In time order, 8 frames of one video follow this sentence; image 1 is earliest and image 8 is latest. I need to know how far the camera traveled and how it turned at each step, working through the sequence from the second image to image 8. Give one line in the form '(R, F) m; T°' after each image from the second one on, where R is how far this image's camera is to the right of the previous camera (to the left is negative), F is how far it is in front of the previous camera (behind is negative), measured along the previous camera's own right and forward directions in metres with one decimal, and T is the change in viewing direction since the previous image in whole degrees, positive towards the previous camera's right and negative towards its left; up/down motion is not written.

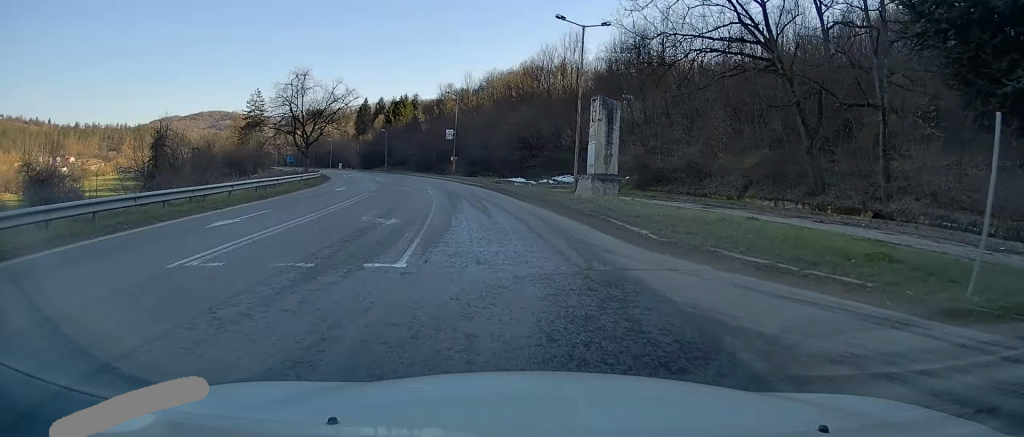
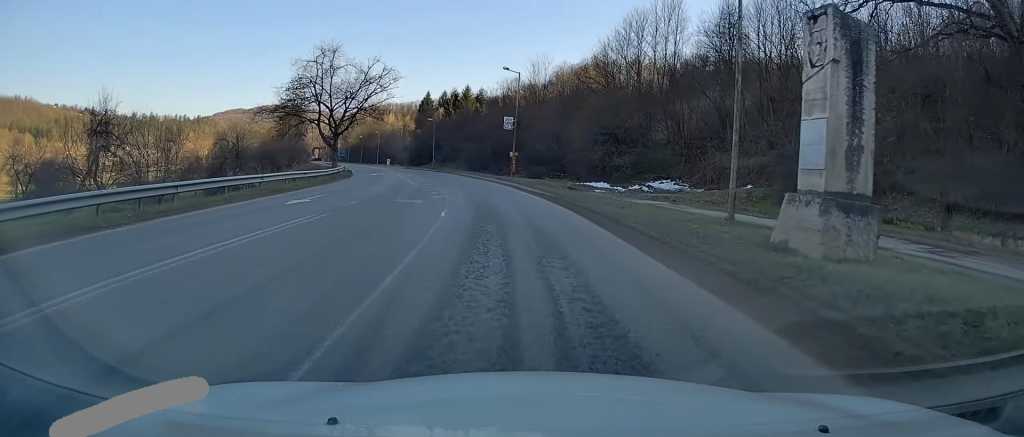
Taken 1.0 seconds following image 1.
(-0.8, +15.3) m; -5°
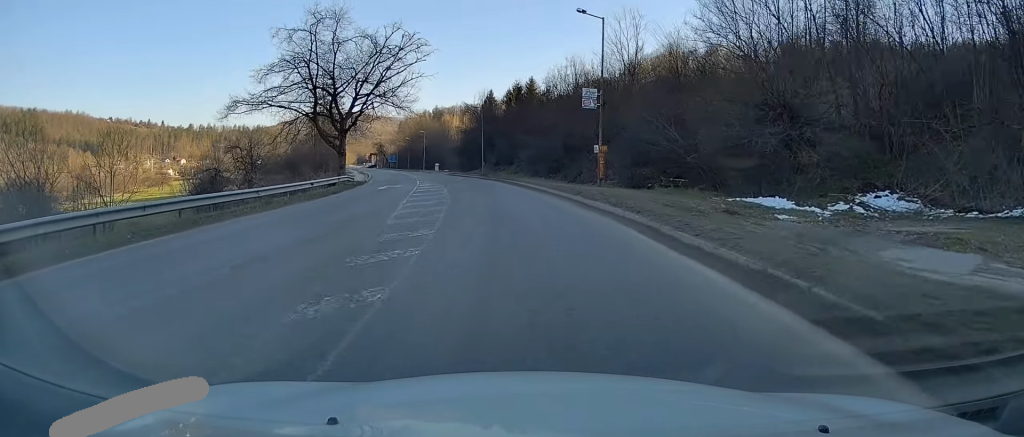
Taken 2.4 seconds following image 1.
(-1.2, +19.8) m; -6°
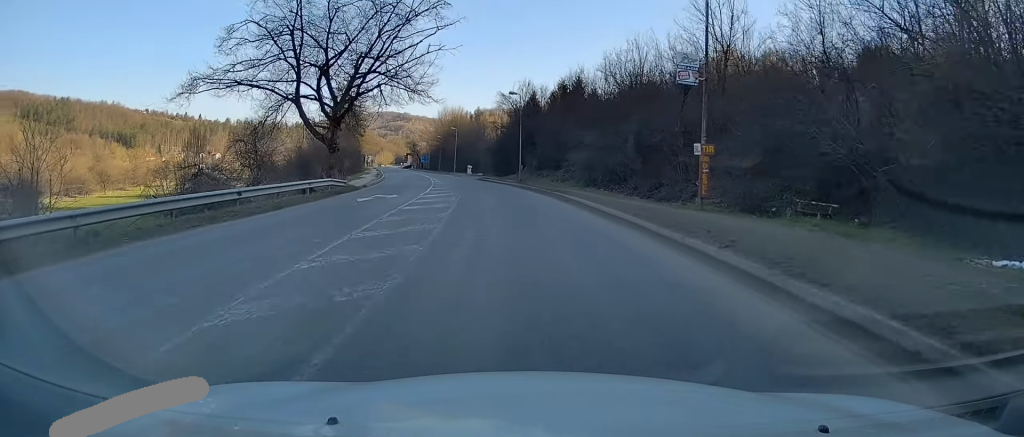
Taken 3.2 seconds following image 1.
(-0.4, +11.9) m; -3°
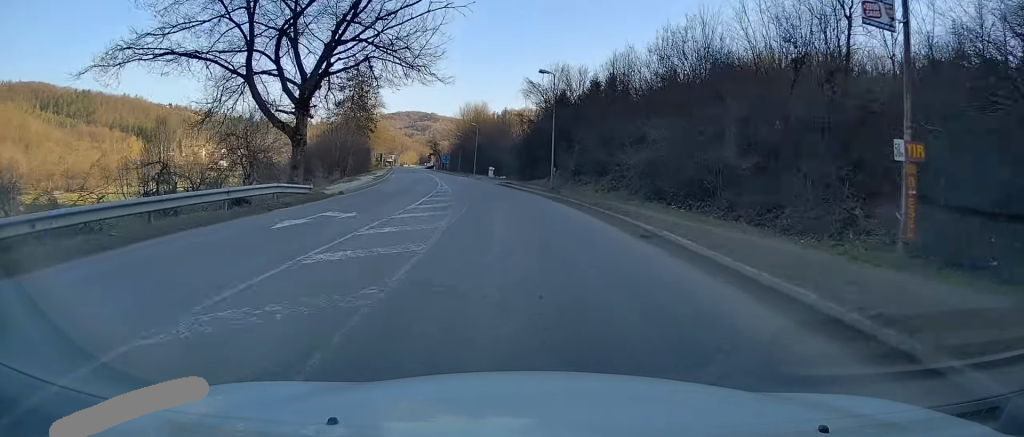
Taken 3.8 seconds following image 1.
(-0.3, +10.0) m; -2°
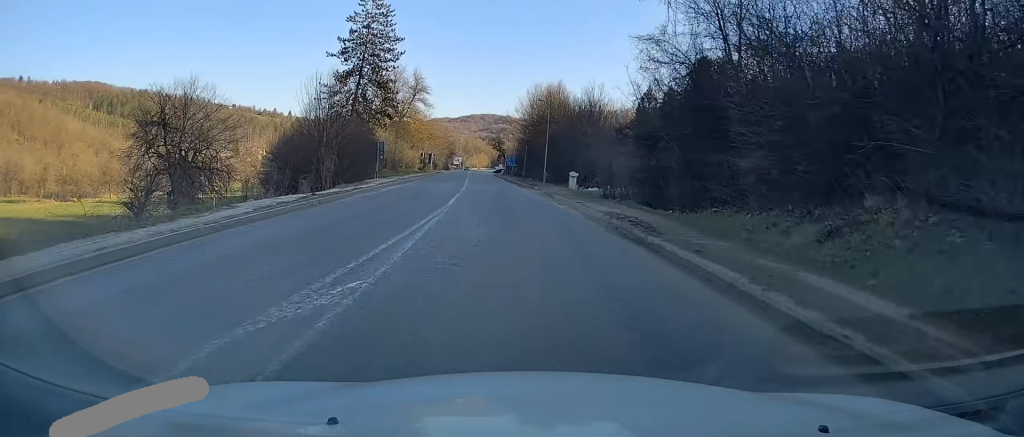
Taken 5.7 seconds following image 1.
(-1.7, +28.4) m; -6°
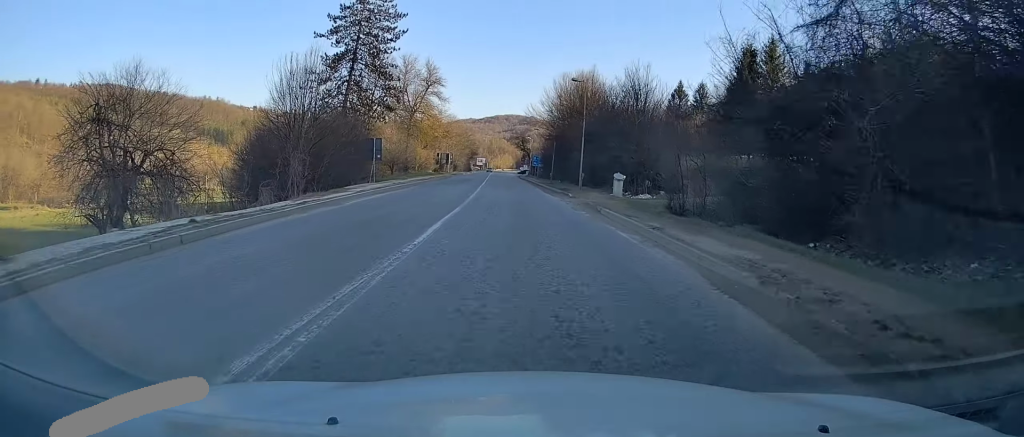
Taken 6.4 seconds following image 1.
(-0.1, +9.4) m; -1°
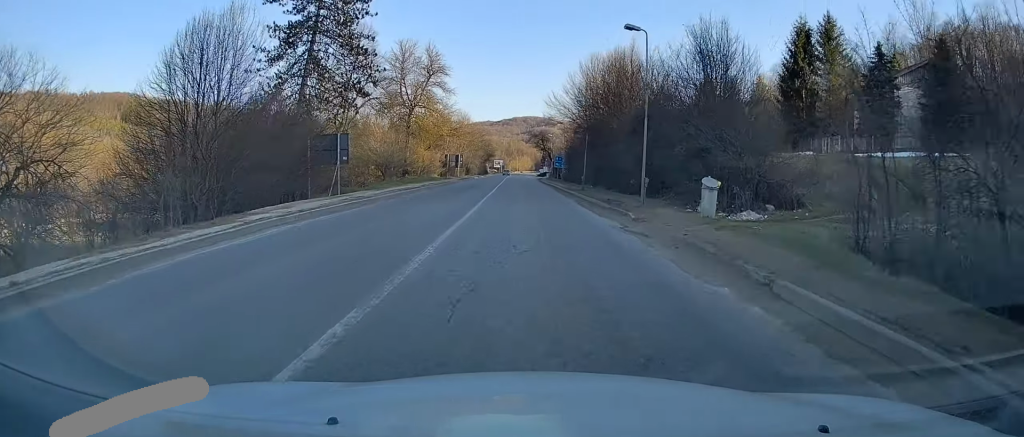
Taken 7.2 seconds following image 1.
(-0.1, +12.4) m; -1°
